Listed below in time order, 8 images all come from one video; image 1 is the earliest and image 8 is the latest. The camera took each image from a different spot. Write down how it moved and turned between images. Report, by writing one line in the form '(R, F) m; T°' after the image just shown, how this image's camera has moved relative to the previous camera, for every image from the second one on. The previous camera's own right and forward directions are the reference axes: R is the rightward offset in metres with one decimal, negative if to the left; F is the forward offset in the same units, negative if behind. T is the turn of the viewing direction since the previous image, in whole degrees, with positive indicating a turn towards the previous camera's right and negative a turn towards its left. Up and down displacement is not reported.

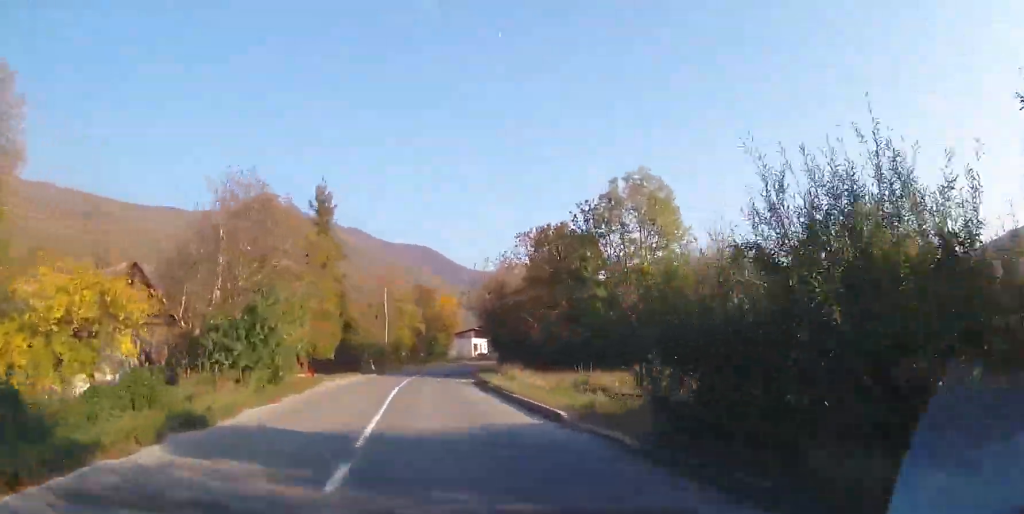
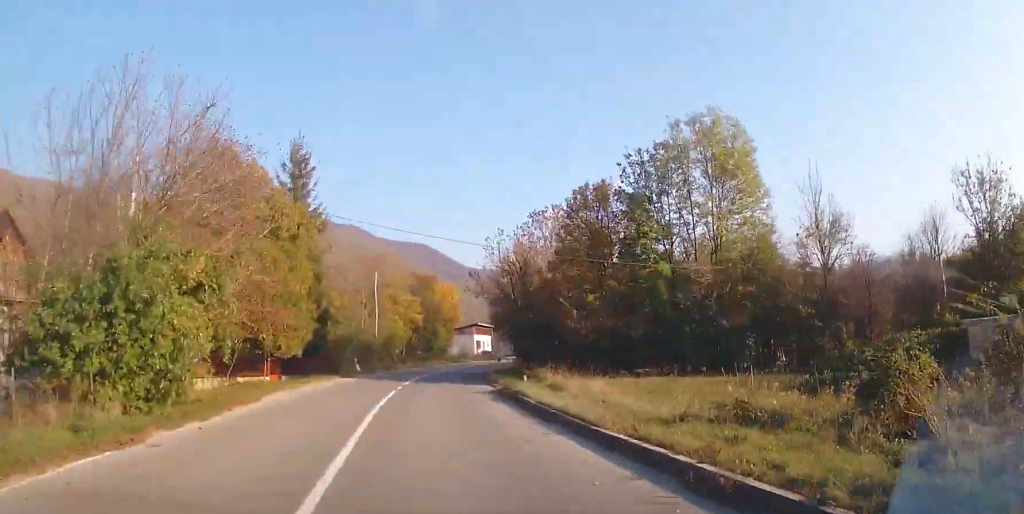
(+0.1, +9.2) m; 0°
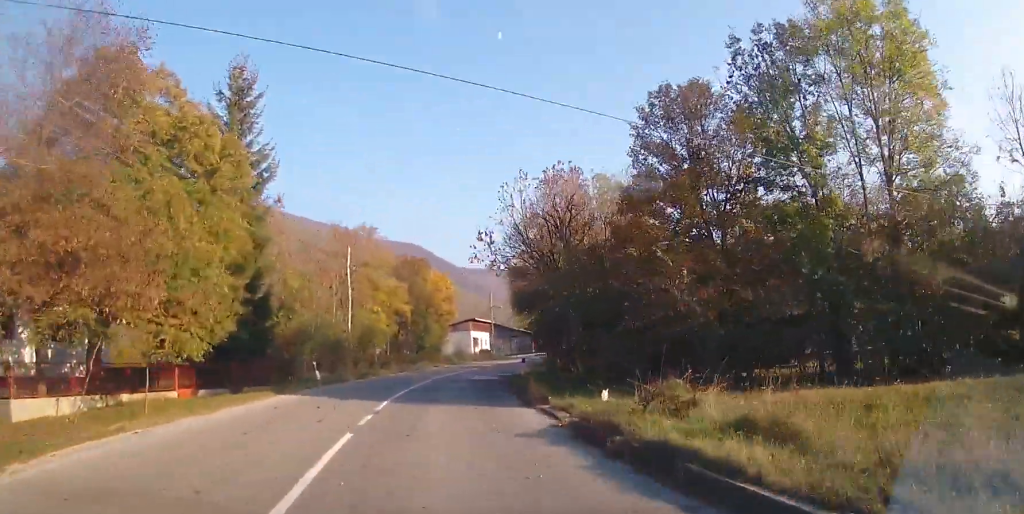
(0.0, +11.6) m; +1°
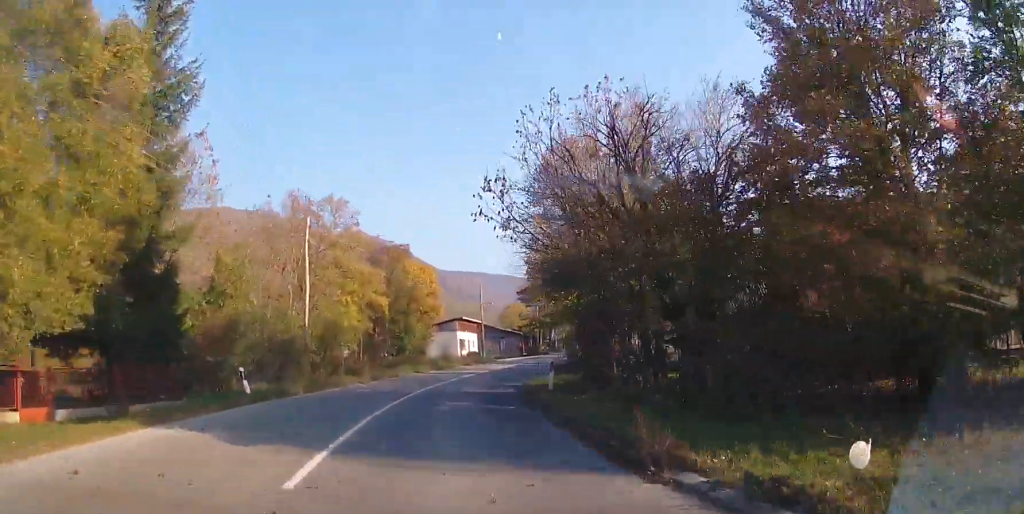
(-0.2, +8.5) m; +2°
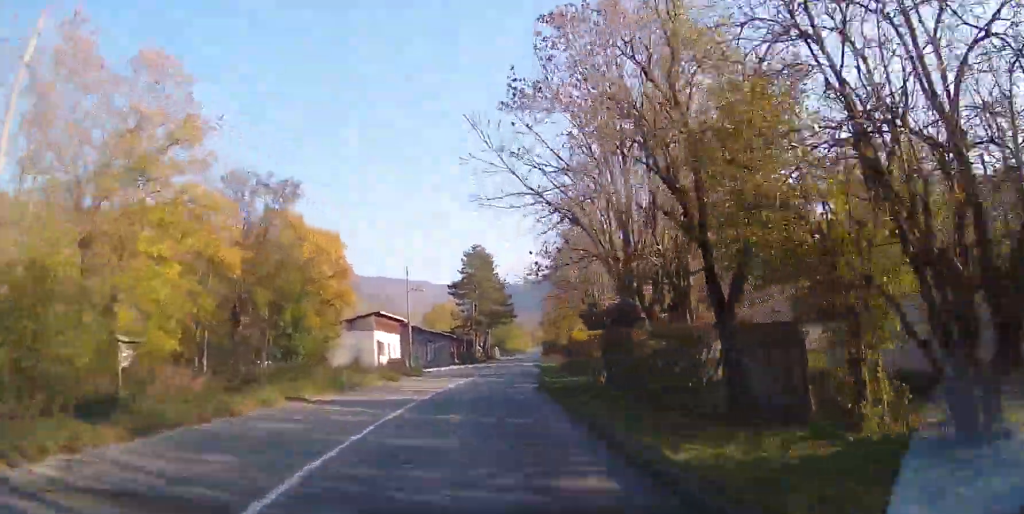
(+0.9, +18.1) m; +5°
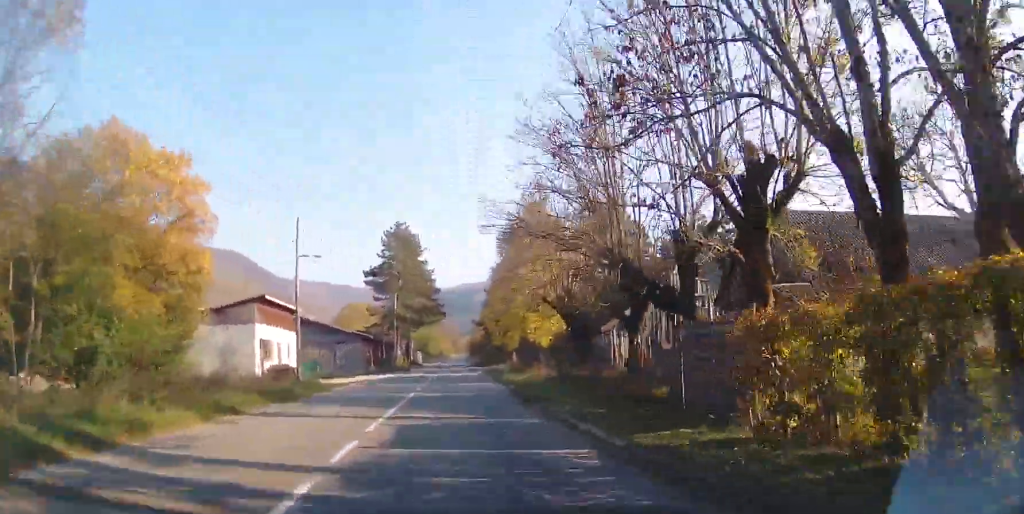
(+0.6, +15.1) m; +7°
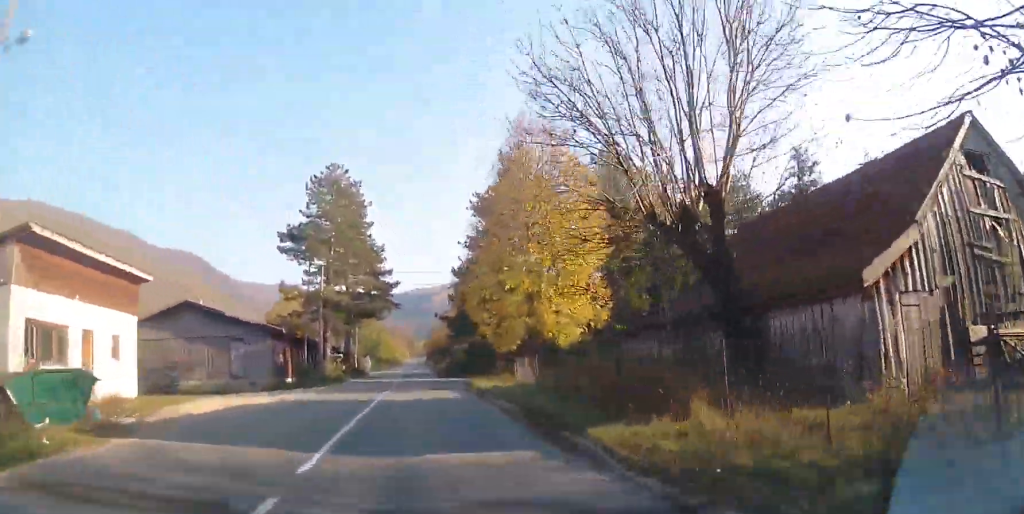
(+1.7, +18.6) m; +7°
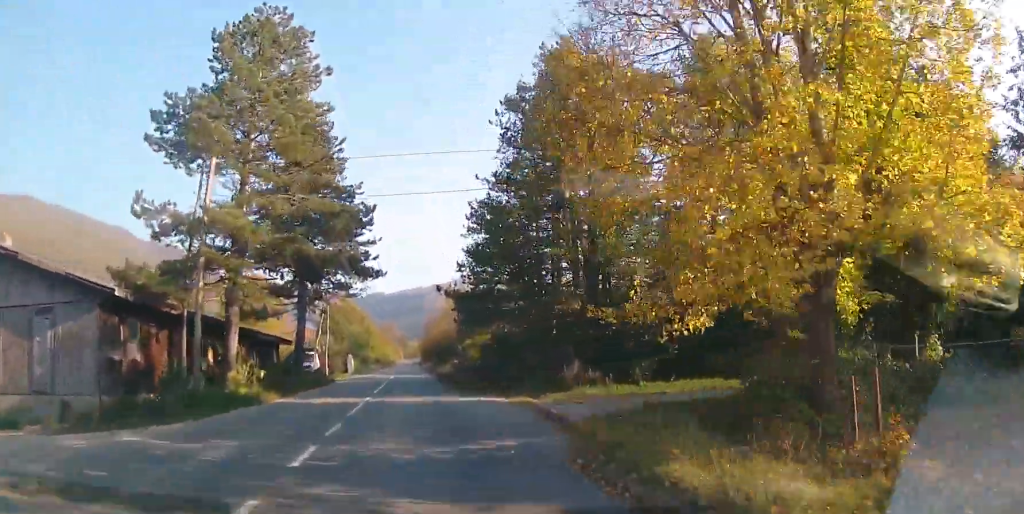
(+0.2, +19.7) m; +1°
